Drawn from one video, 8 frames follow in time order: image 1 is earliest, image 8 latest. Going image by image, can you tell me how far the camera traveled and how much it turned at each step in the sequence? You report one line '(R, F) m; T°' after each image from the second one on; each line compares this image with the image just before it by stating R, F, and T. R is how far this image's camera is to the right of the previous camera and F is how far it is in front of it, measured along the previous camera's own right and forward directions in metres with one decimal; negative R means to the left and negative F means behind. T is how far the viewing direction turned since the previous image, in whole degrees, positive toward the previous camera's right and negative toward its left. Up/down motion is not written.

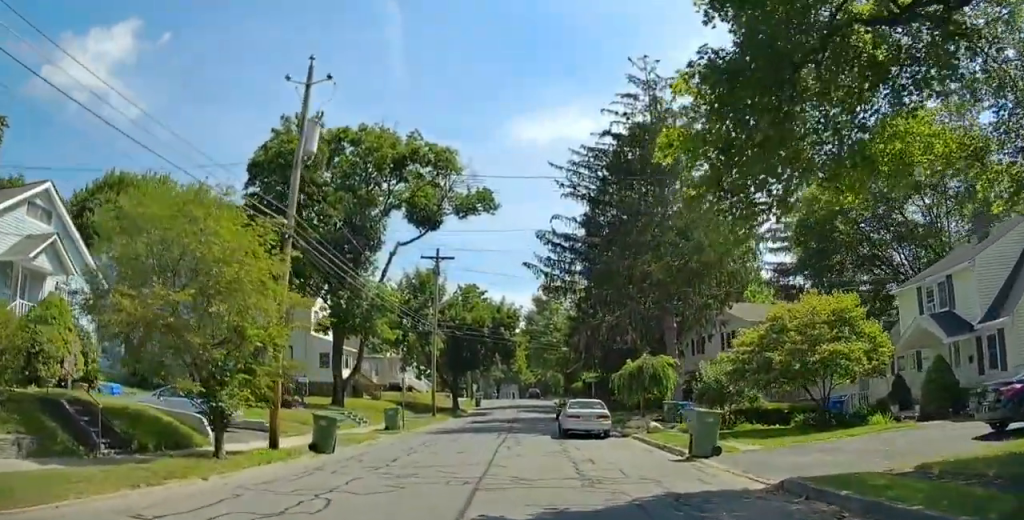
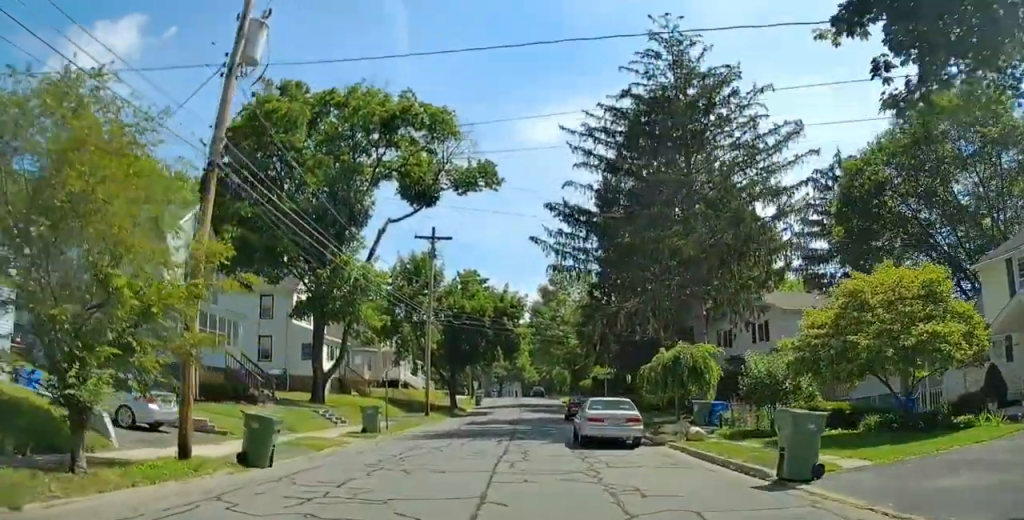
(-0.5, +5.0) m; -7°
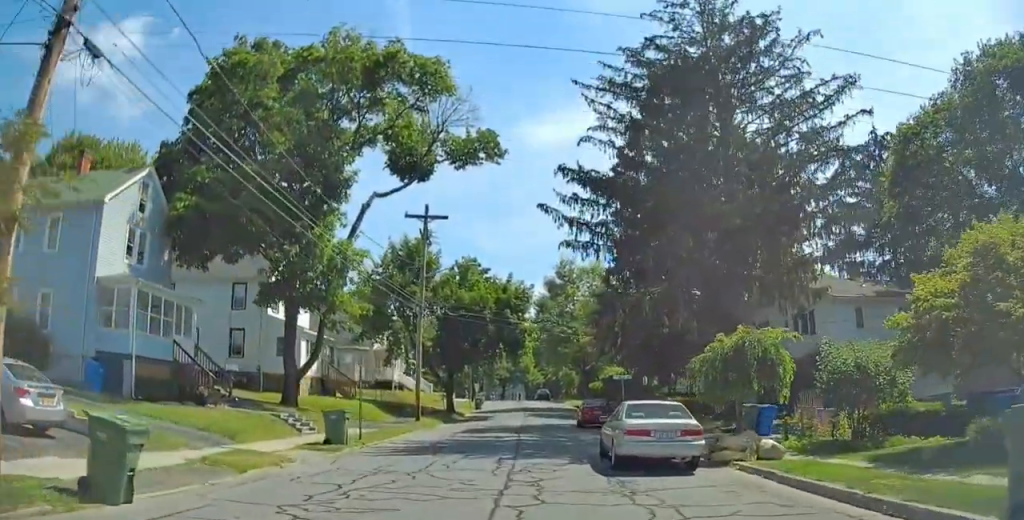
(-0.3, +5.5) m; 0°
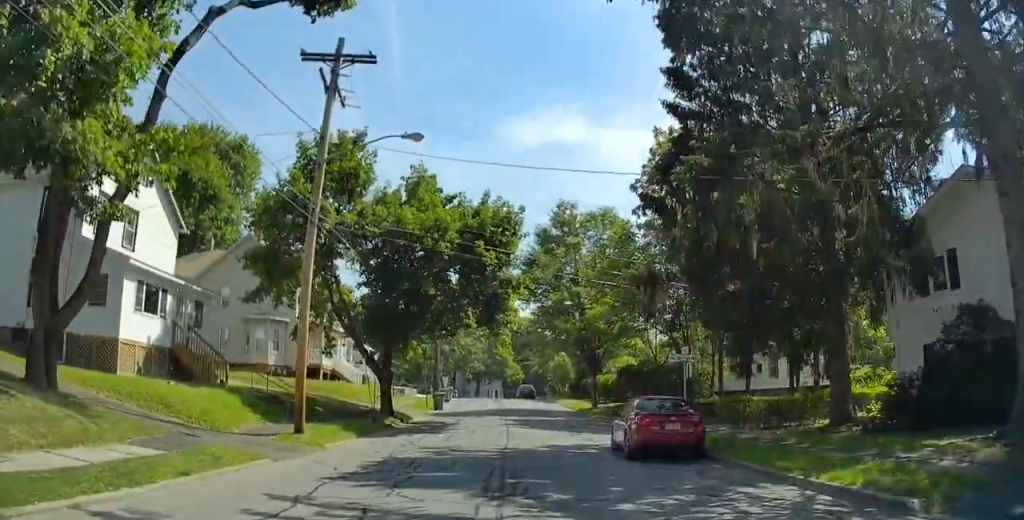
(+0.6, +17.2) m; 0°
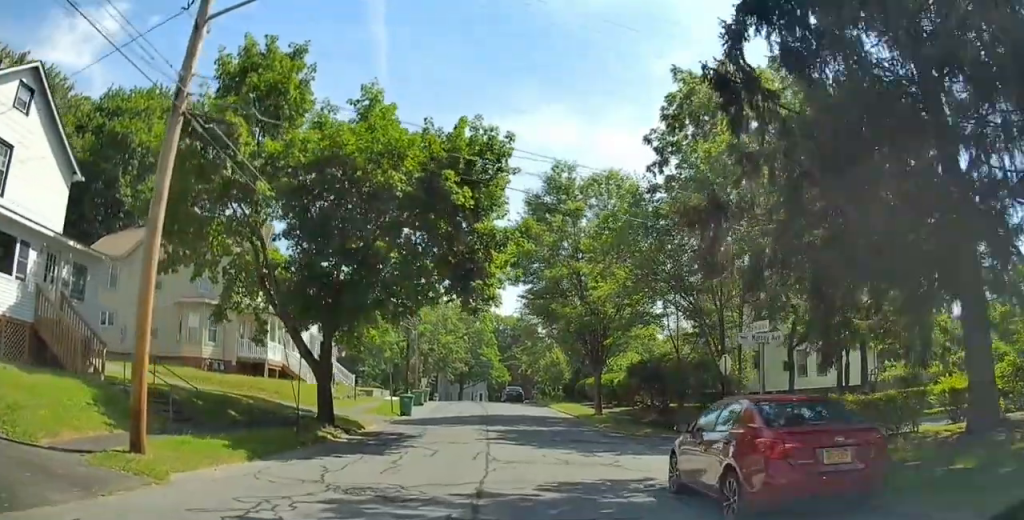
(-0.2, +7.7) m; 0°
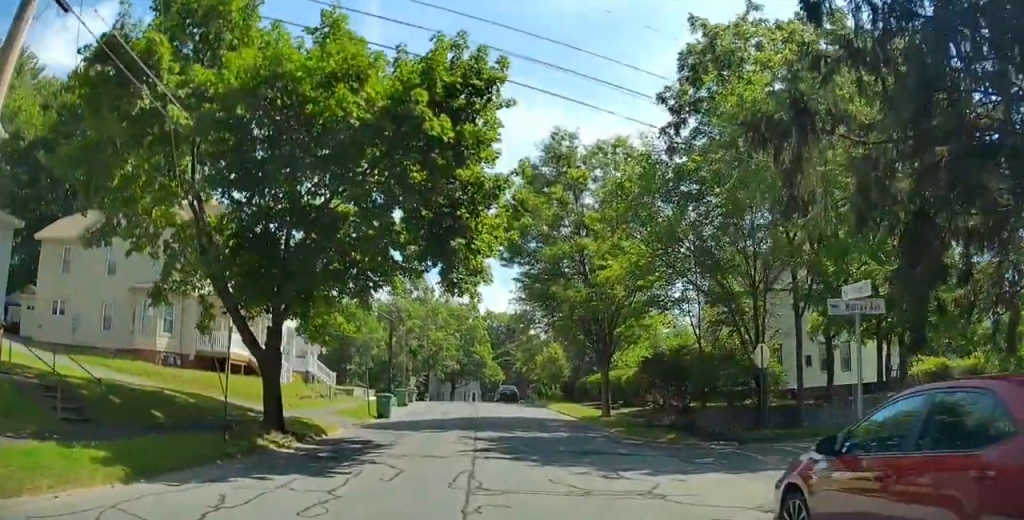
(-0.2, +4.6) m; +1°
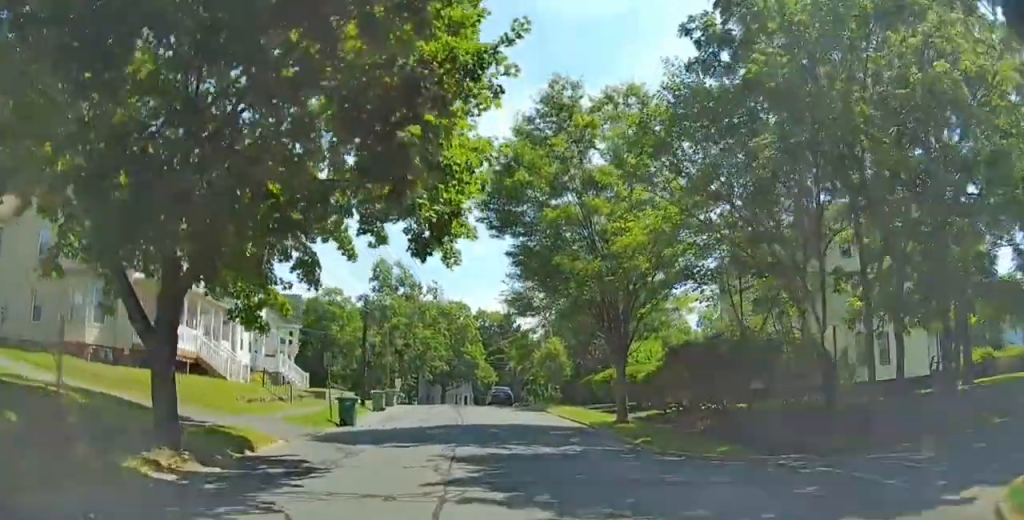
(+0.4, +5.5) m; +2°
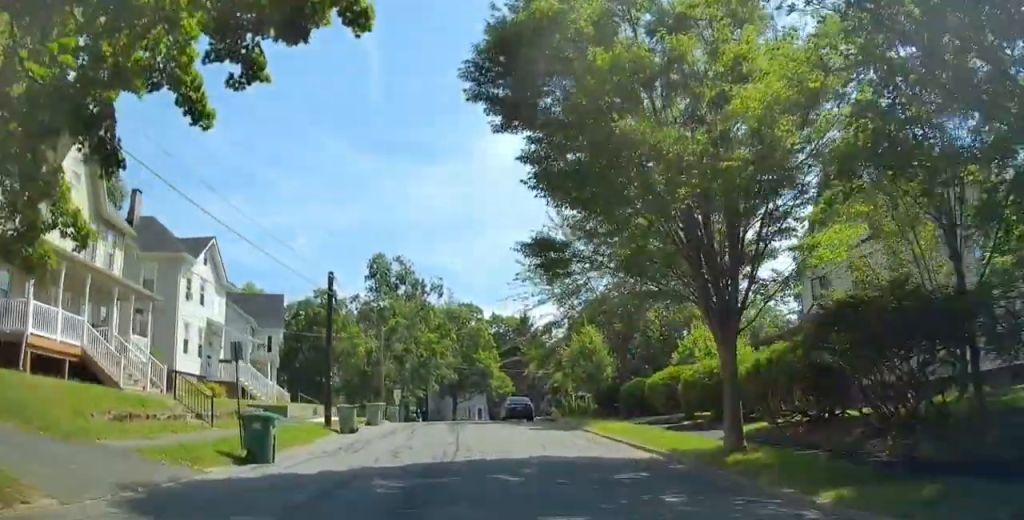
(0.0, +9.9) m; -2°
